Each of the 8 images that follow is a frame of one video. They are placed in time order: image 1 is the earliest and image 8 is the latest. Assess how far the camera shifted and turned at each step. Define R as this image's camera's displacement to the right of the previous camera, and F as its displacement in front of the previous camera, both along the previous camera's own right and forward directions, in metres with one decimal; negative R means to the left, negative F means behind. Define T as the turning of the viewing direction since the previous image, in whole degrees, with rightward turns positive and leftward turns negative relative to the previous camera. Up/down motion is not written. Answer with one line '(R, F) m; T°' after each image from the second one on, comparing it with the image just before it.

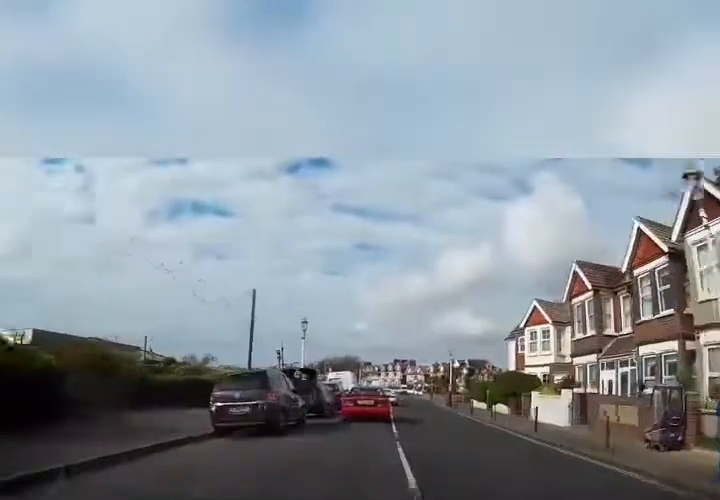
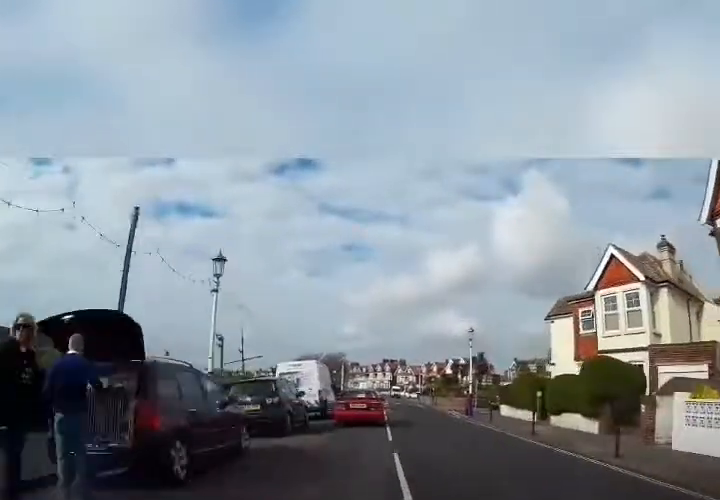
(+0.4, +11.8) m; +1°
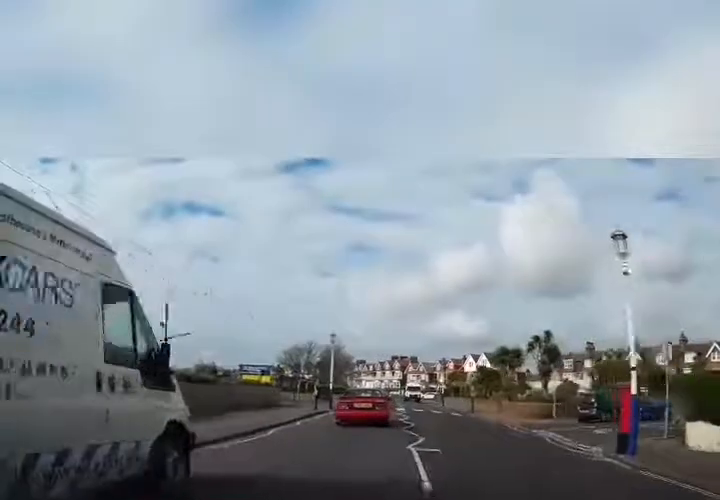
(-0.7, +17.1) m; -3°
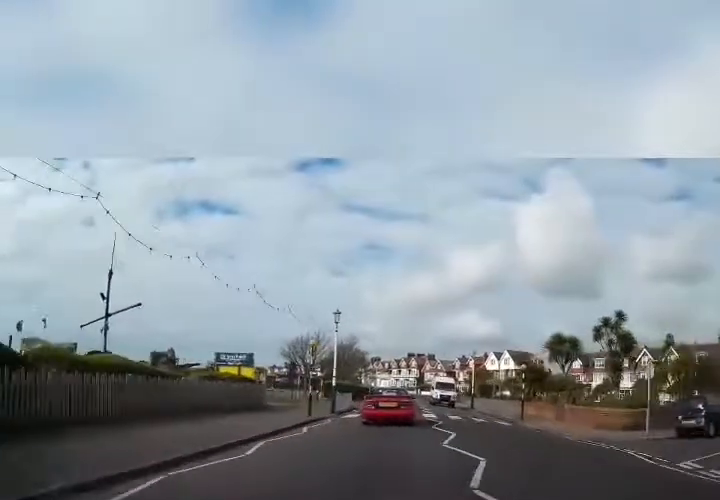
(0.0, +7.9) m; +1°
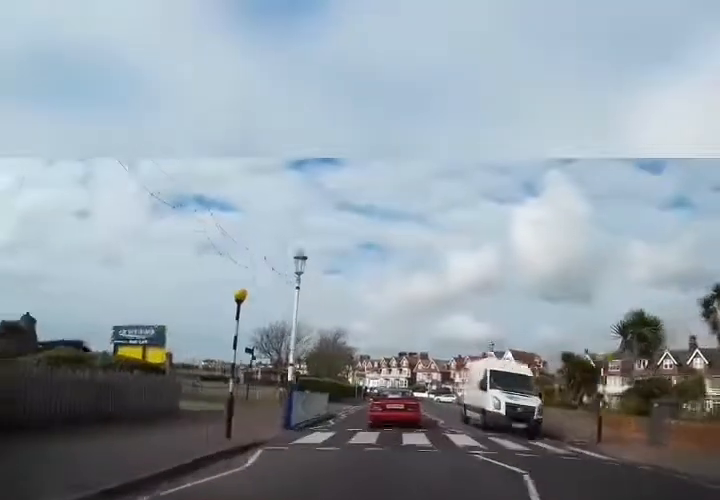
(+0.2, +9.6) m; +2°
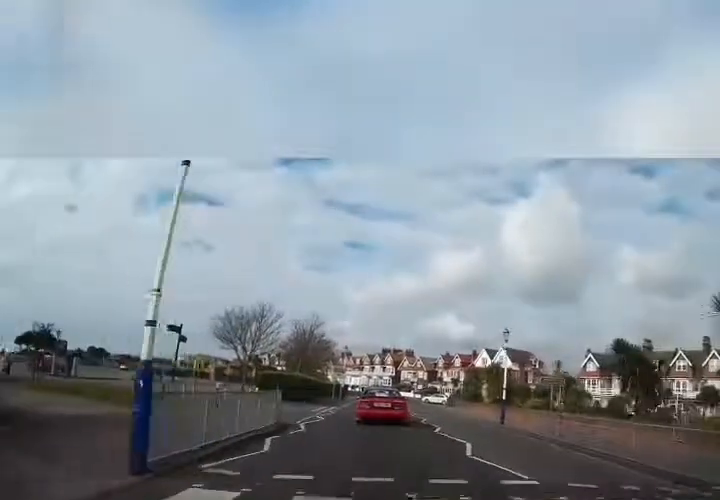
(+0.1, +7.7) m; 0°
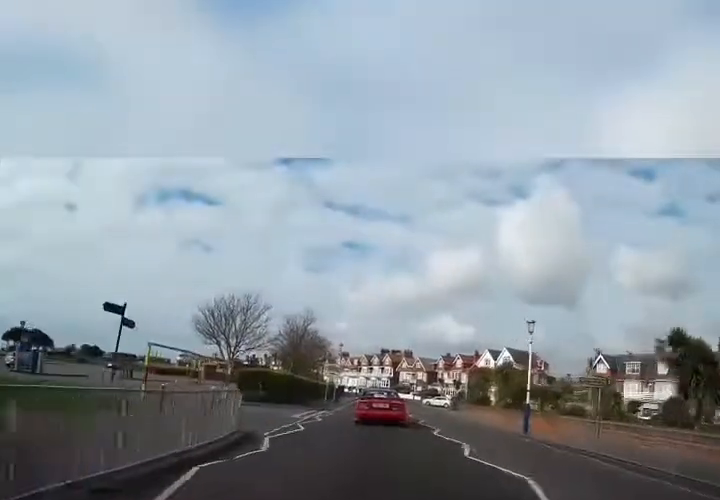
(0.0, +4.2) m; -1°
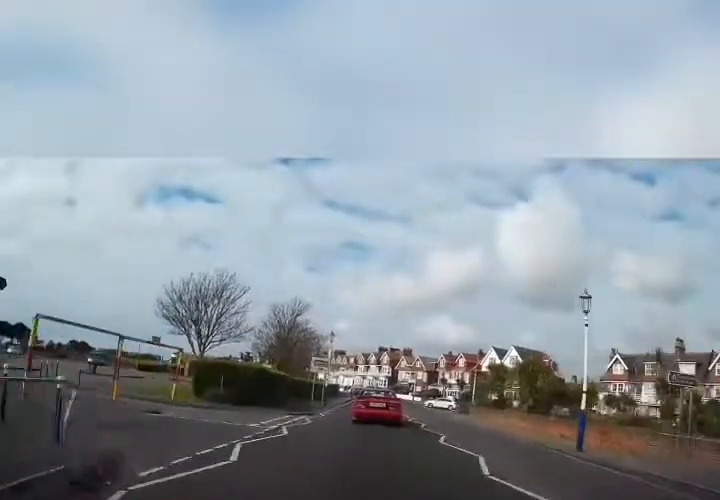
(0.0, +6.0) m; -1°
